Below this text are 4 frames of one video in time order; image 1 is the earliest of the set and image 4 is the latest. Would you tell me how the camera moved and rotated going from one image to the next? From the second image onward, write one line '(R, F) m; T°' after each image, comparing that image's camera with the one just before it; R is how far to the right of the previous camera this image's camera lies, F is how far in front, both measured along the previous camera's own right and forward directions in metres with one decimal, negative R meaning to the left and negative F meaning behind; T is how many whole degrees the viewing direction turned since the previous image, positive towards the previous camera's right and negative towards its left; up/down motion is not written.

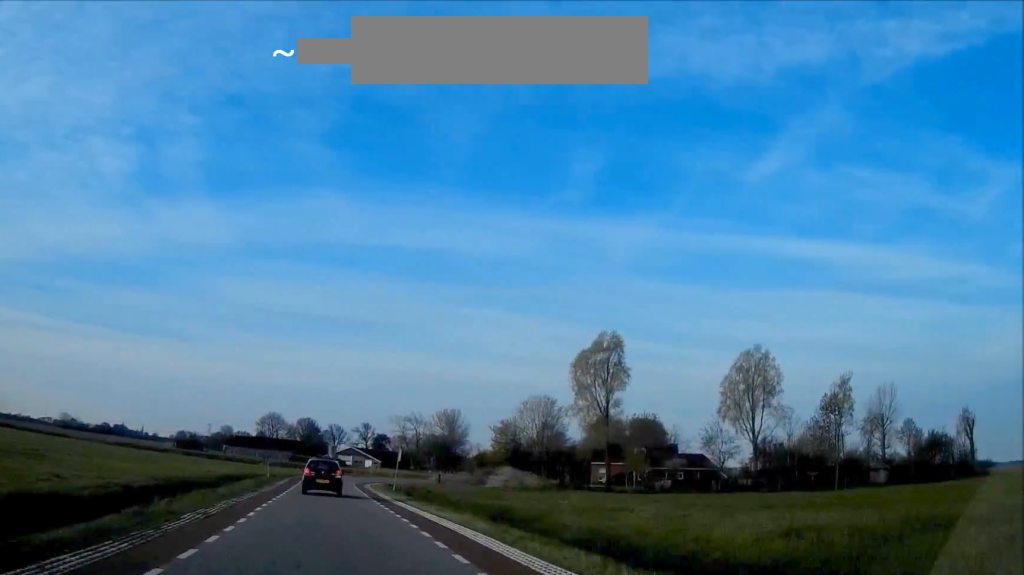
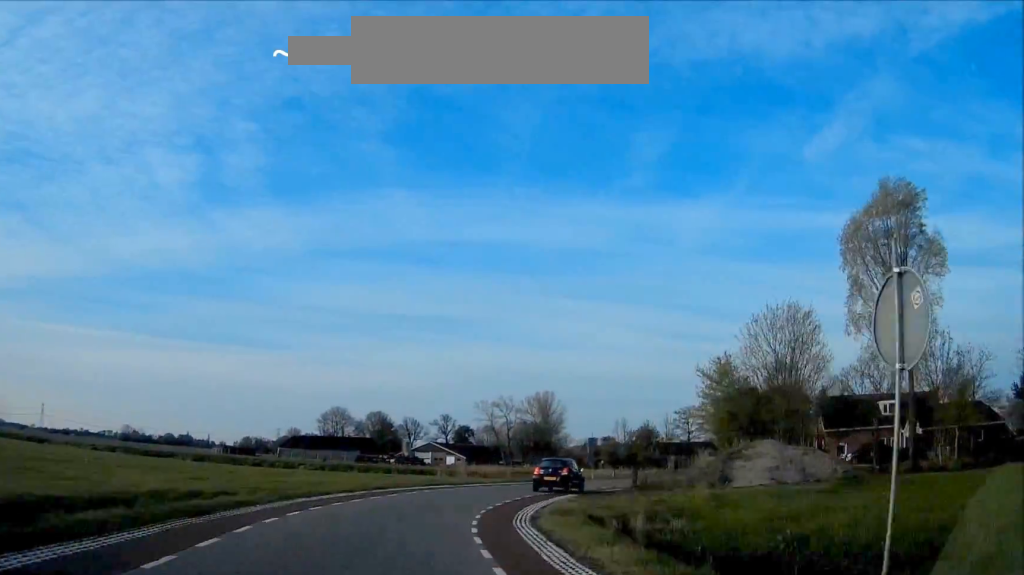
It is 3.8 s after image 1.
(-2.9, +43.2) m; -4°
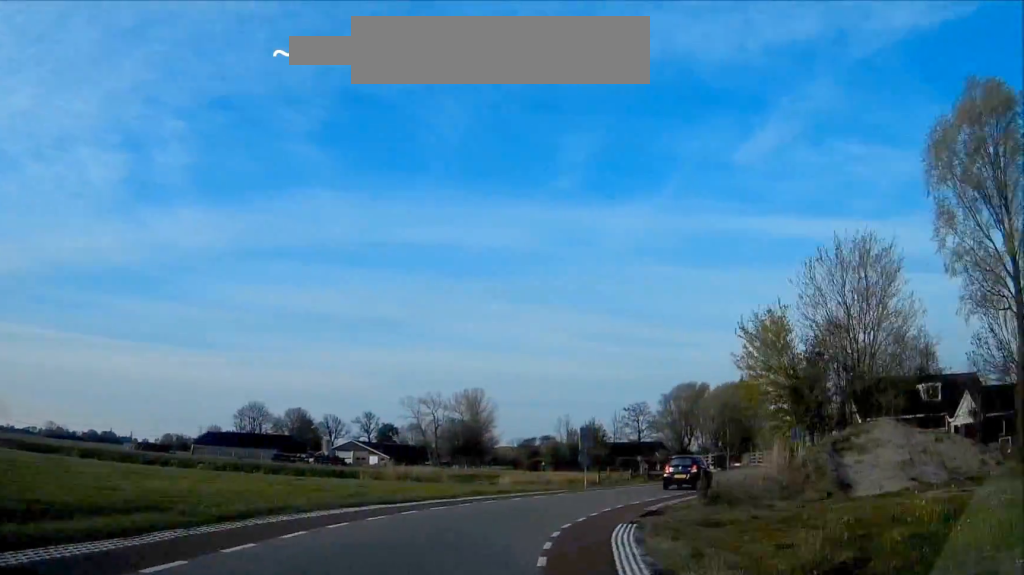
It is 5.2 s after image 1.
(0.0, +16.3) m; +4°
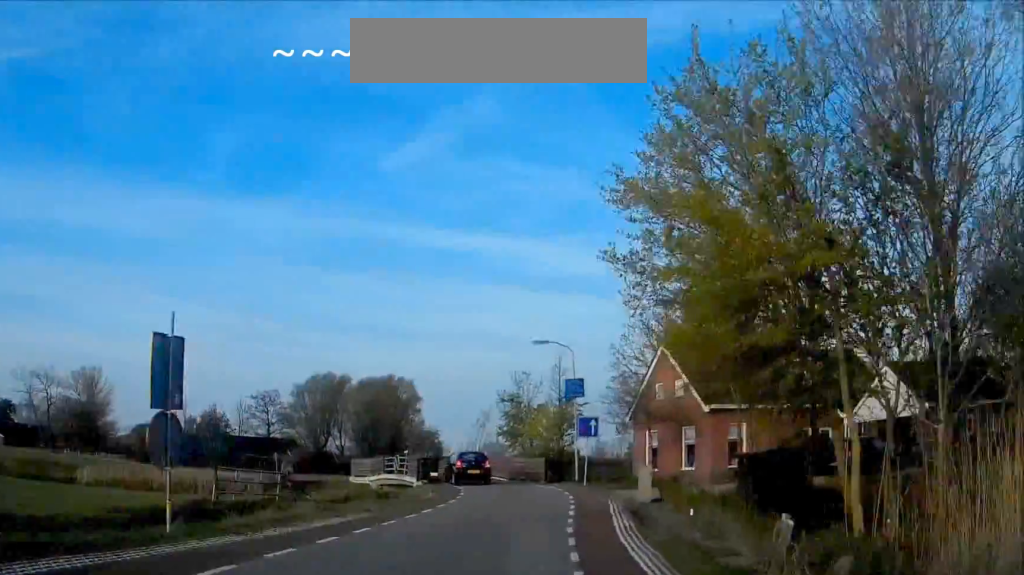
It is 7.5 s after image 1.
(+2.9, +25.2) m; +17°
